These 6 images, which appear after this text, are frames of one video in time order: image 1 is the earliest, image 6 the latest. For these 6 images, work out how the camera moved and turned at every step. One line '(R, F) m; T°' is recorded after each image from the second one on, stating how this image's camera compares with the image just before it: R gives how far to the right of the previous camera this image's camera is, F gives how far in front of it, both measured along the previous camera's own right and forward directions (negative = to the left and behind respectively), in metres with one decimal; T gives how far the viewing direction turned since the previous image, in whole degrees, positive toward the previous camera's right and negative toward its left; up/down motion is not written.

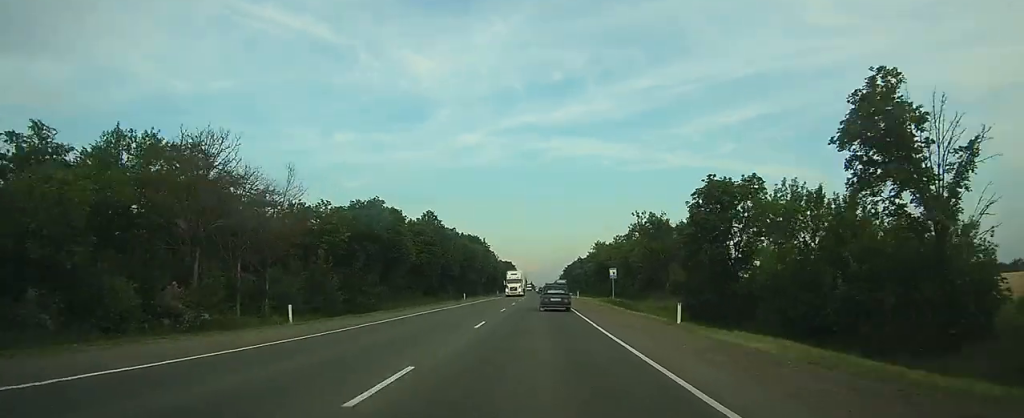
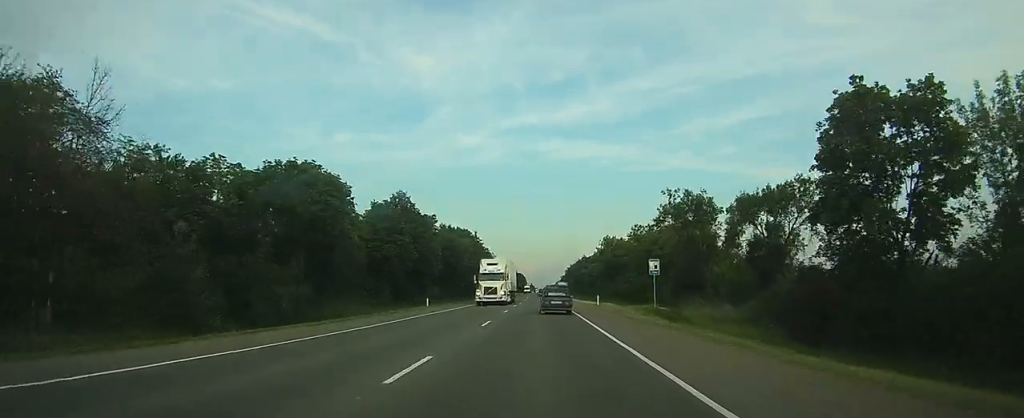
(0.0, +22.3) m; 0°
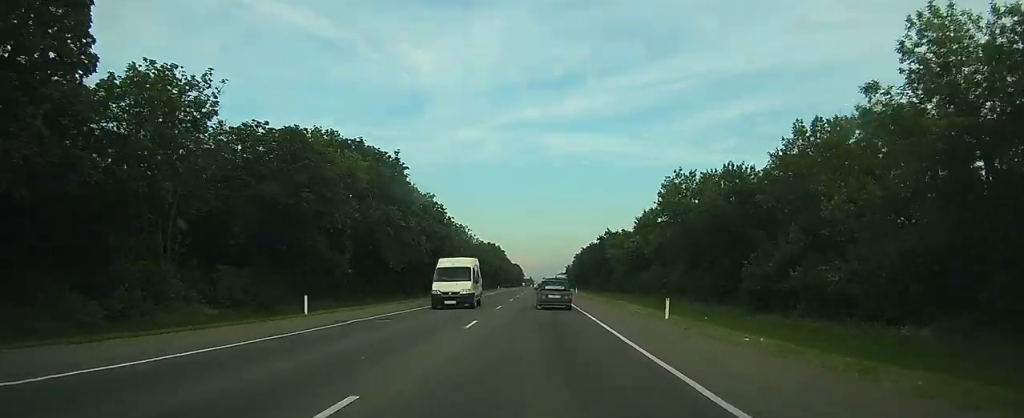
(+0.2, +75.8) m; 0°
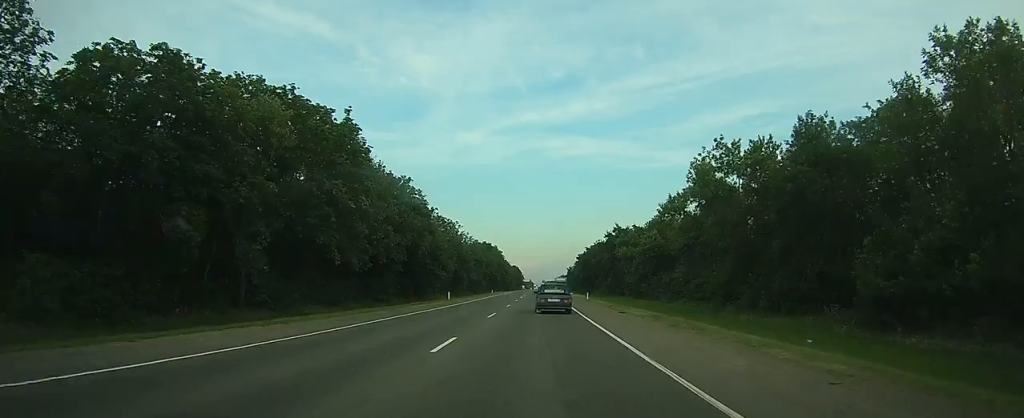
(0.0, +16.5) m; 0°
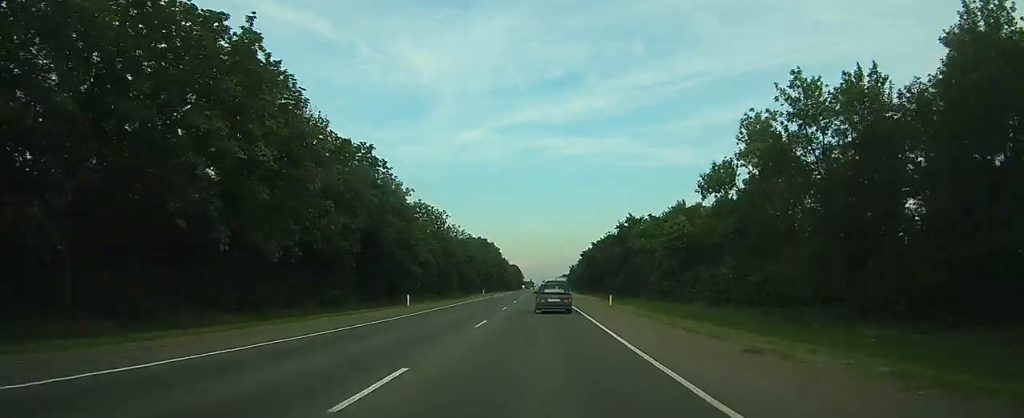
(0.0, +17.4) m; 0°
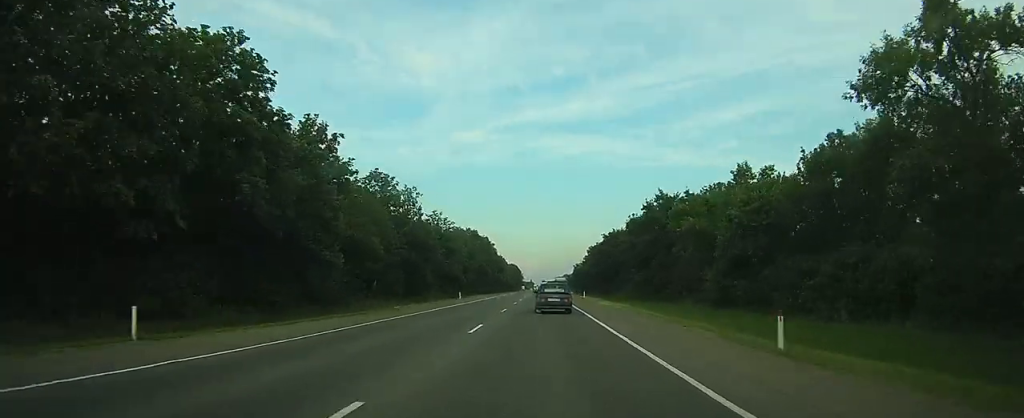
(0.0, +26.9) m; 0°
